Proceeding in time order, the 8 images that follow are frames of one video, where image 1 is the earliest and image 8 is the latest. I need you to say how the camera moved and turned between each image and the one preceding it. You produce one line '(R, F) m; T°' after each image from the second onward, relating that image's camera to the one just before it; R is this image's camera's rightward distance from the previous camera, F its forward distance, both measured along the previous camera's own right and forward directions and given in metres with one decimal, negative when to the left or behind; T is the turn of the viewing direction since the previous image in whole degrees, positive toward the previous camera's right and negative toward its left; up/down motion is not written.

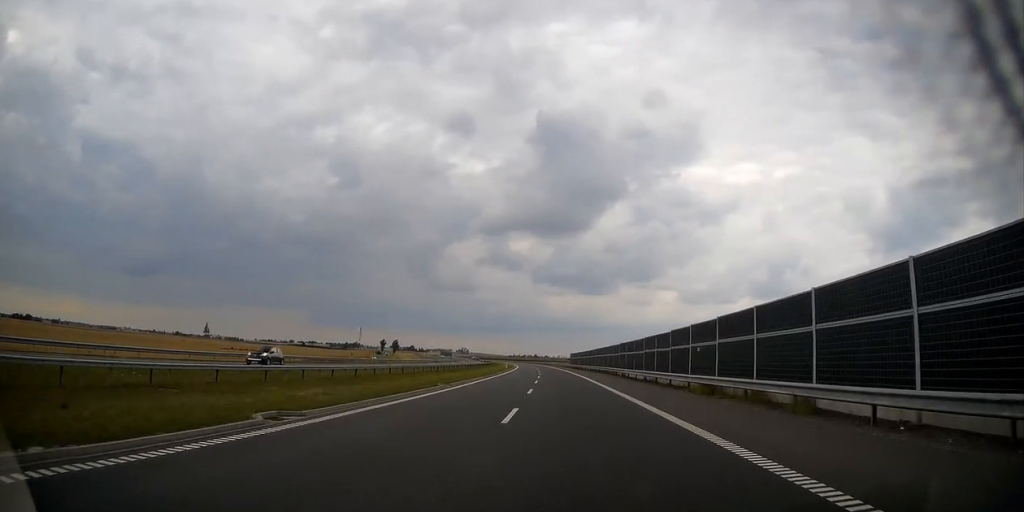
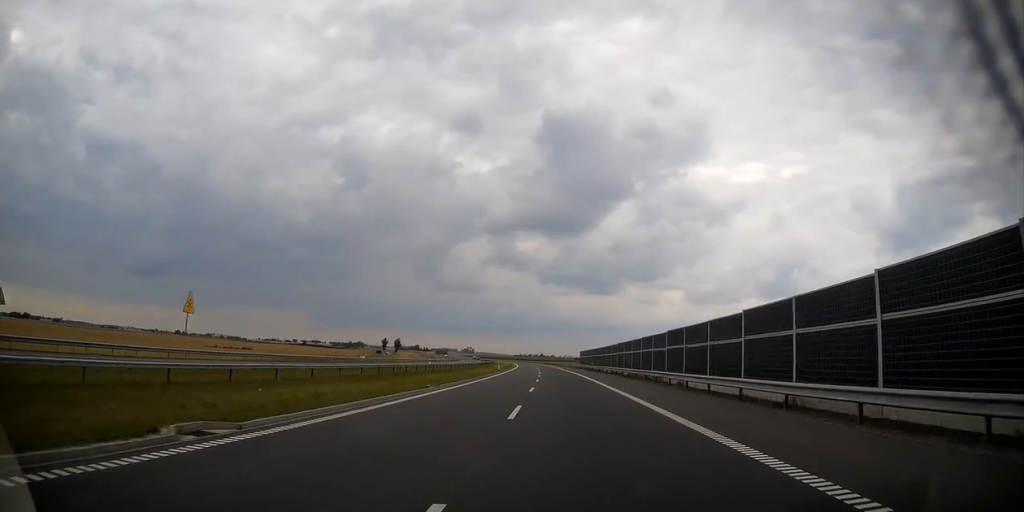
(-0.2, +23.3) m; -1°
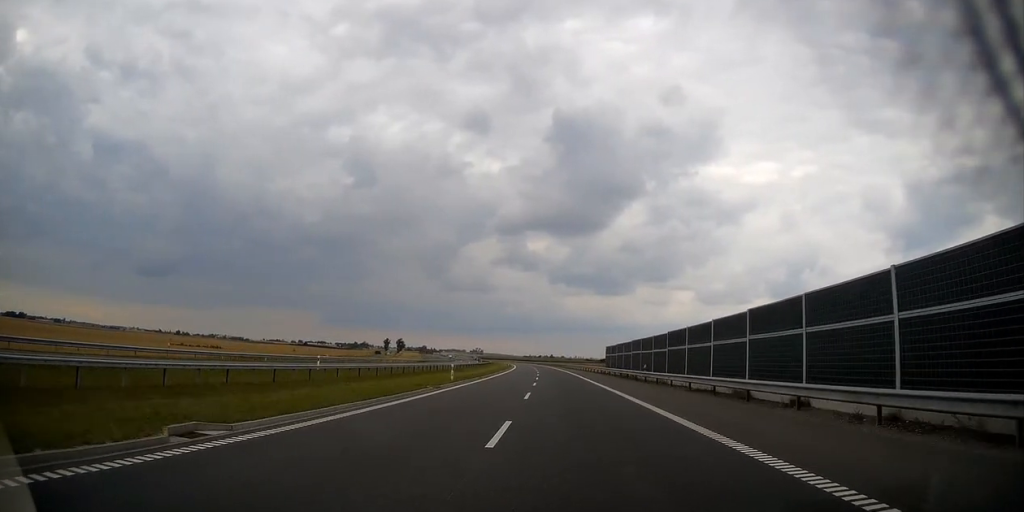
(-0.4, +40.5) m; -1°
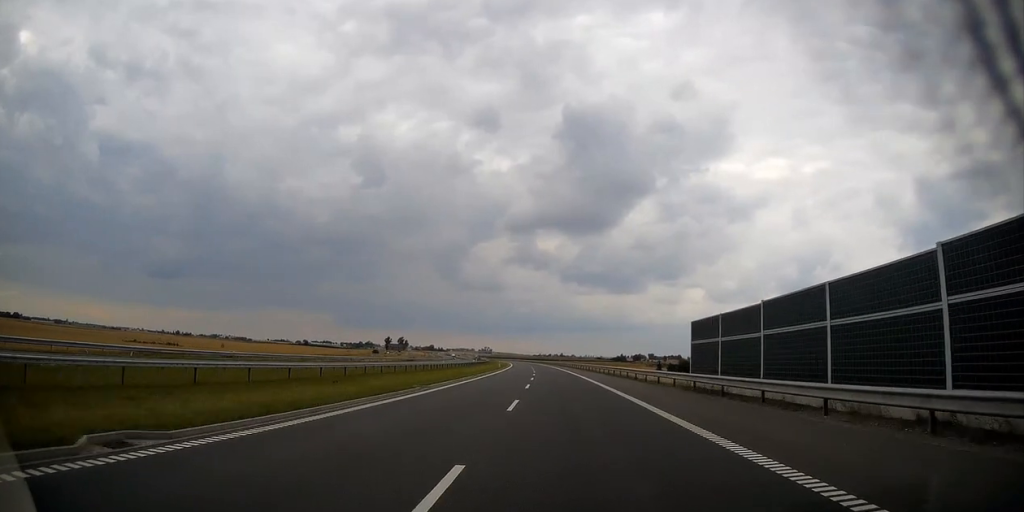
(-0.3, +41.8) m; -1°
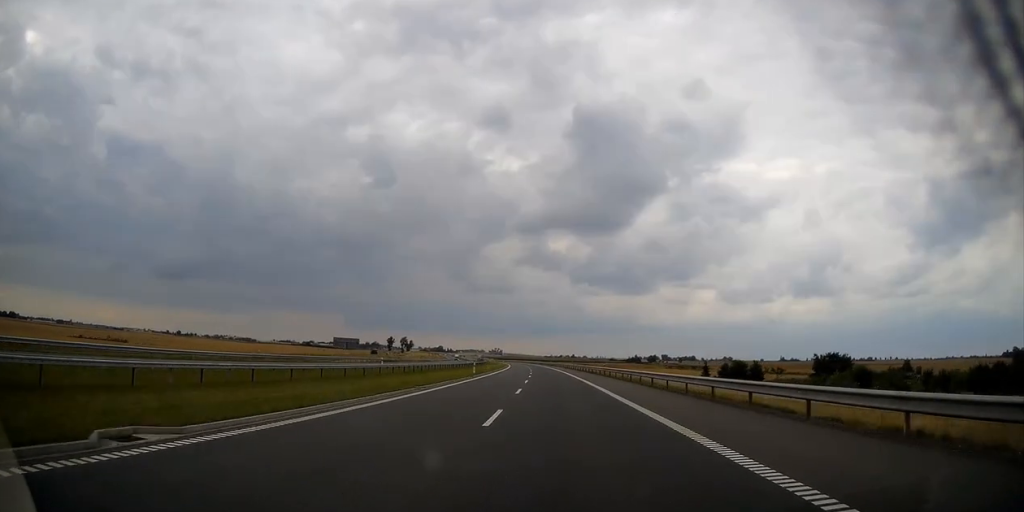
(-0.3, +39.4) m; -1°
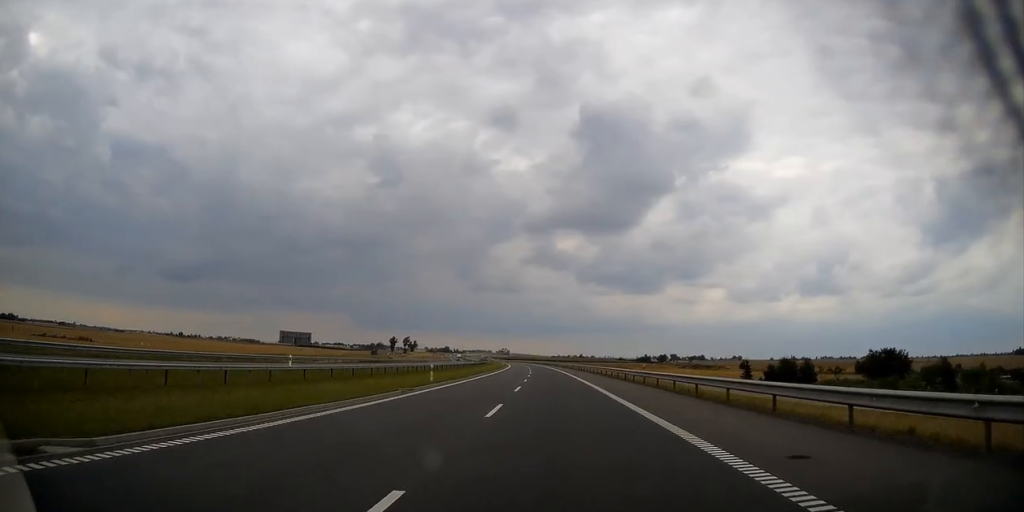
(-0.2, +22.2) m; -1°
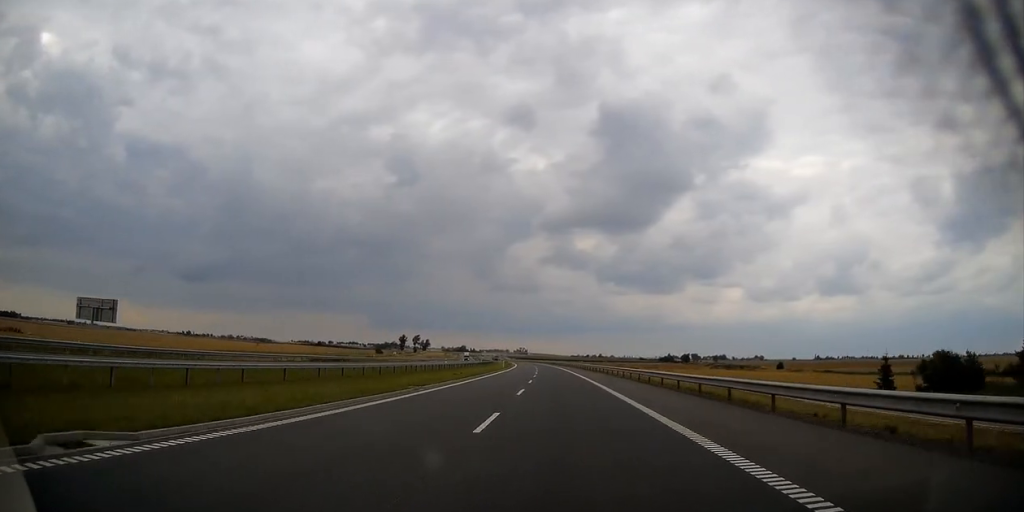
(-0.4, +39.4) m; -1°
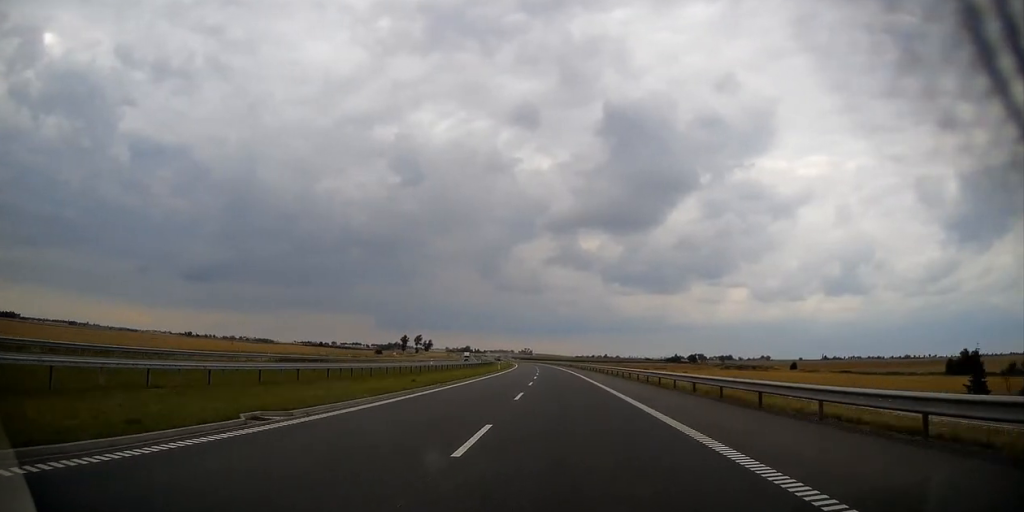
(+0.1, +14.7) m; 0°
